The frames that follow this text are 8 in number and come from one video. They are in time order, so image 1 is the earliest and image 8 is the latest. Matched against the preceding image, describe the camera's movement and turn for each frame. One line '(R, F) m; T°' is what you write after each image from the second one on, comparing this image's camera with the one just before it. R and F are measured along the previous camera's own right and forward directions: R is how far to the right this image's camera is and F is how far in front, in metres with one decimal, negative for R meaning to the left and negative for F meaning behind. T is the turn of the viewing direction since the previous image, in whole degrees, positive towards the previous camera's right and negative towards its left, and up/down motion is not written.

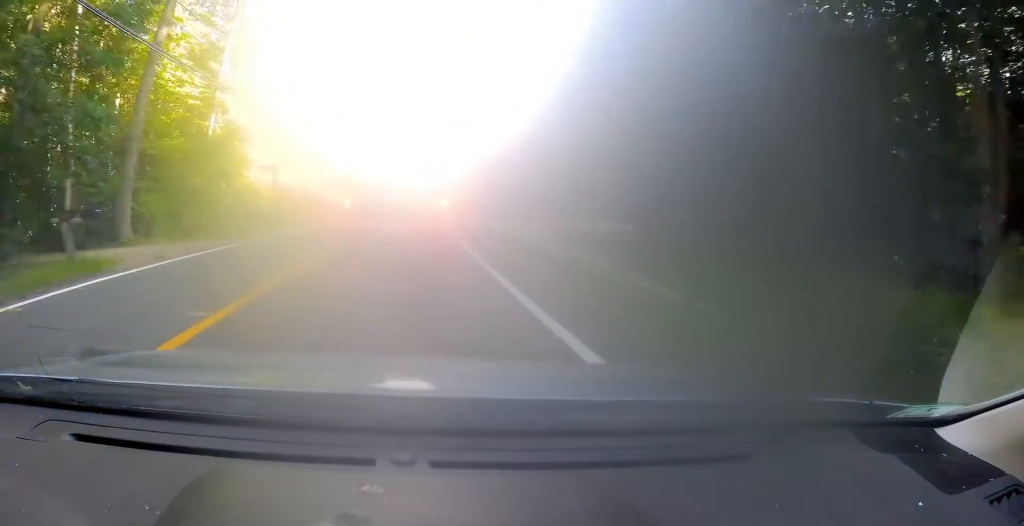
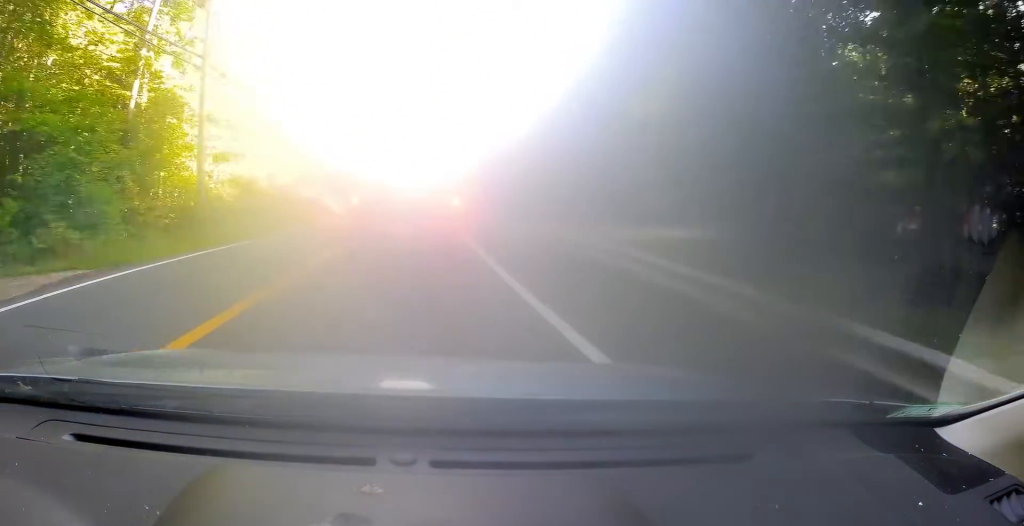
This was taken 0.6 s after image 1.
(-0.5, +11.9) m; -1°
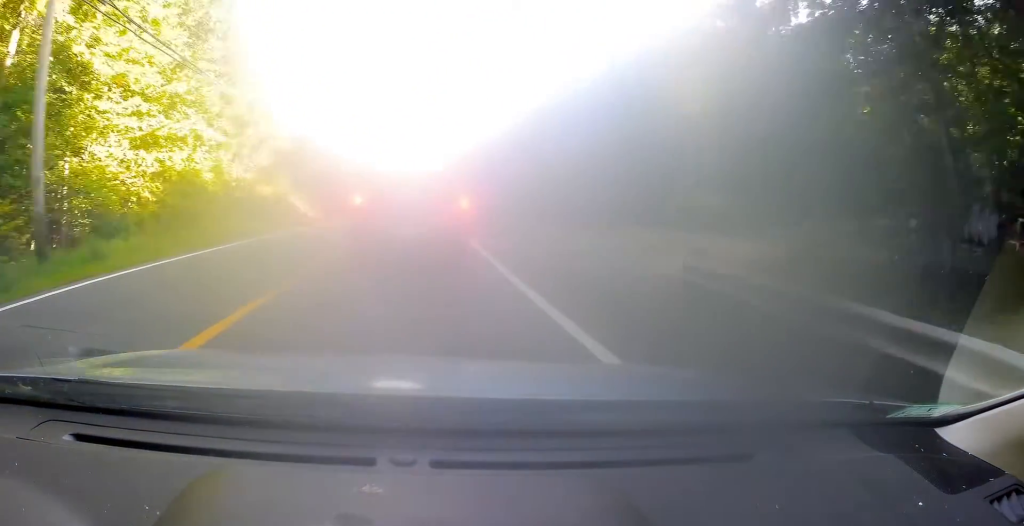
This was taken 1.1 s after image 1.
(+0.3, +9.3) m; +1°
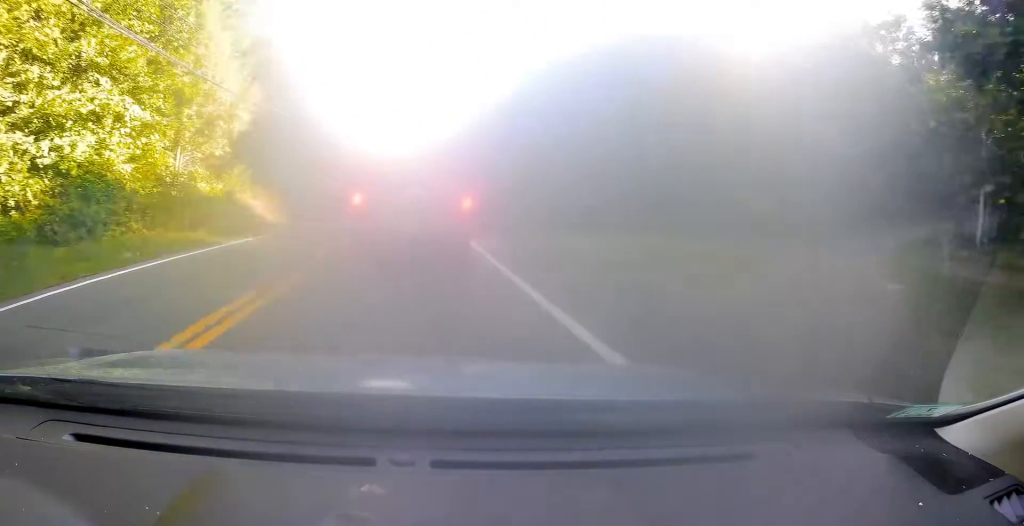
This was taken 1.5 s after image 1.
(+0.1, +7.4) m; +1°
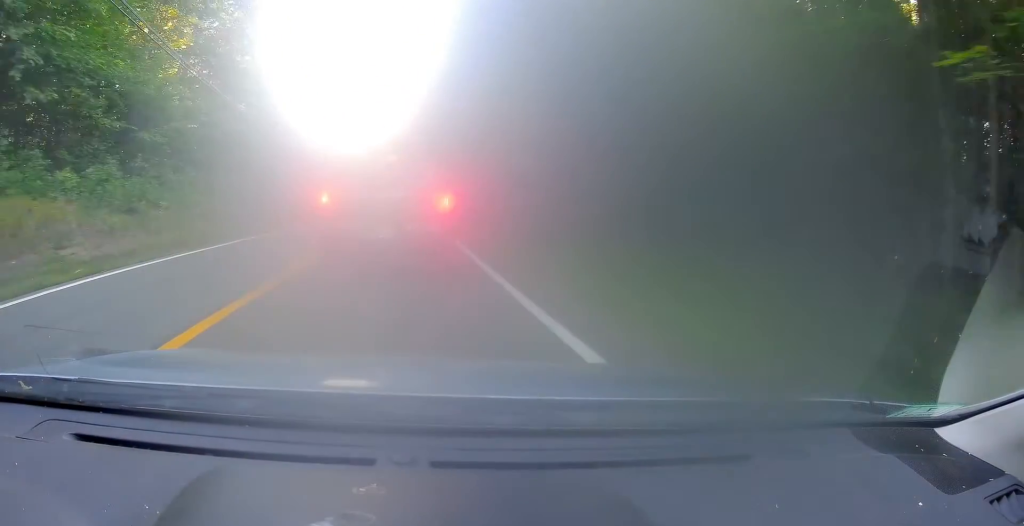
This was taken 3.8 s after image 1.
(+0.2, +41.3) m; 0°
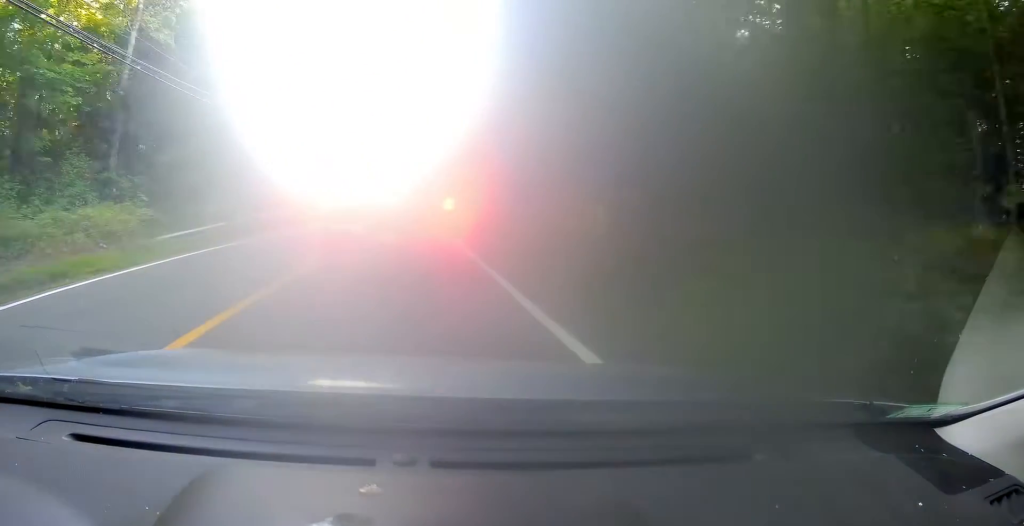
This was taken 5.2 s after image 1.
(+0.6, +23.6) m; +2°
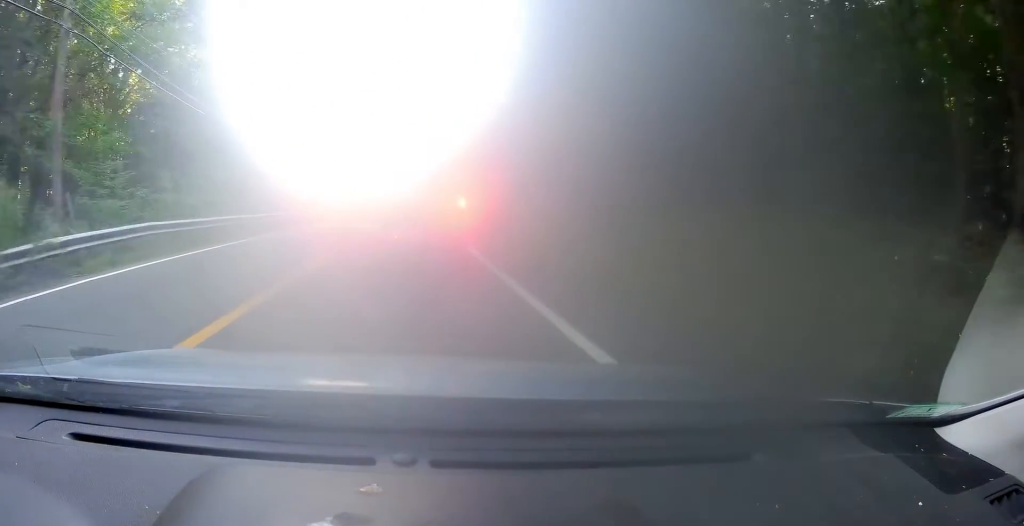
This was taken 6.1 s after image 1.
(-0.1, +14.3) m; 0°
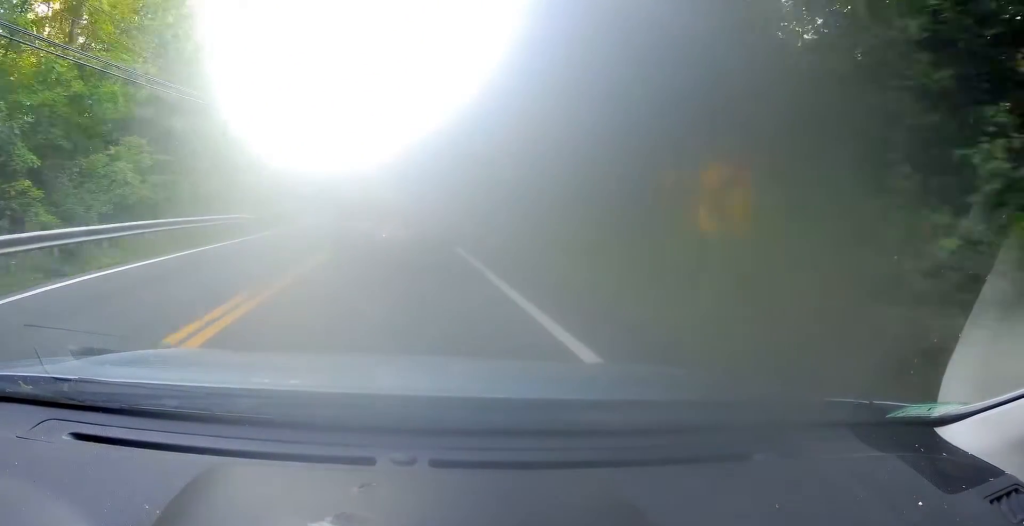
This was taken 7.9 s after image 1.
(-0.2, +28.9) m; -2°
